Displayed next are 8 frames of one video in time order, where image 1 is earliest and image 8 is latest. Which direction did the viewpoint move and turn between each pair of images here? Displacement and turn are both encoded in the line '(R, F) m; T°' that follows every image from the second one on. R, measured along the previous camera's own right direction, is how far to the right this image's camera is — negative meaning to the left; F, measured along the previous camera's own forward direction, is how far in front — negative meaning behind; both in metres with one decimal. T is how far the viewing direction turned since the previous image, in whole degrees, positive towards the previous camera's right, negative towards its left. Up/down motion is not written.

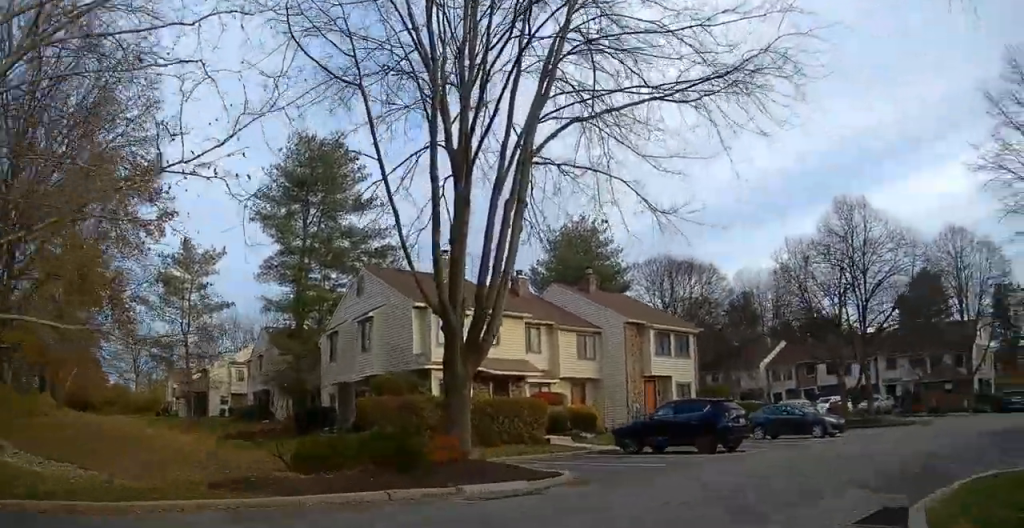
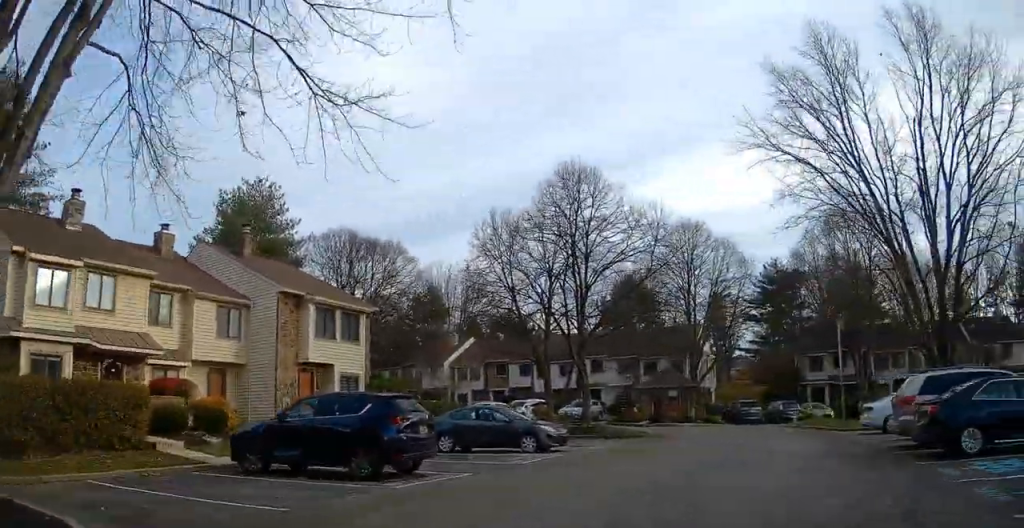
(+0.8, +8.1) m; +20°
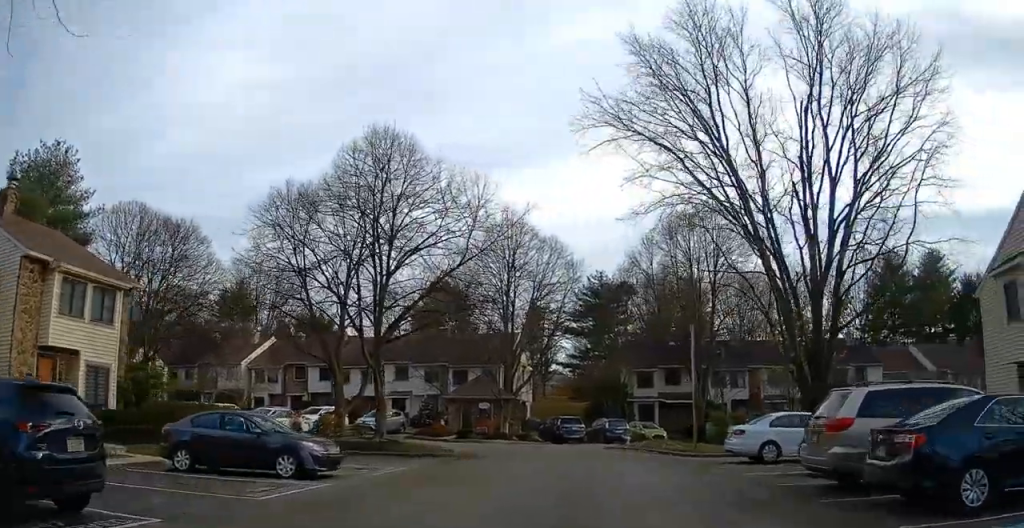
(+1.3, +5.5) m; +21°
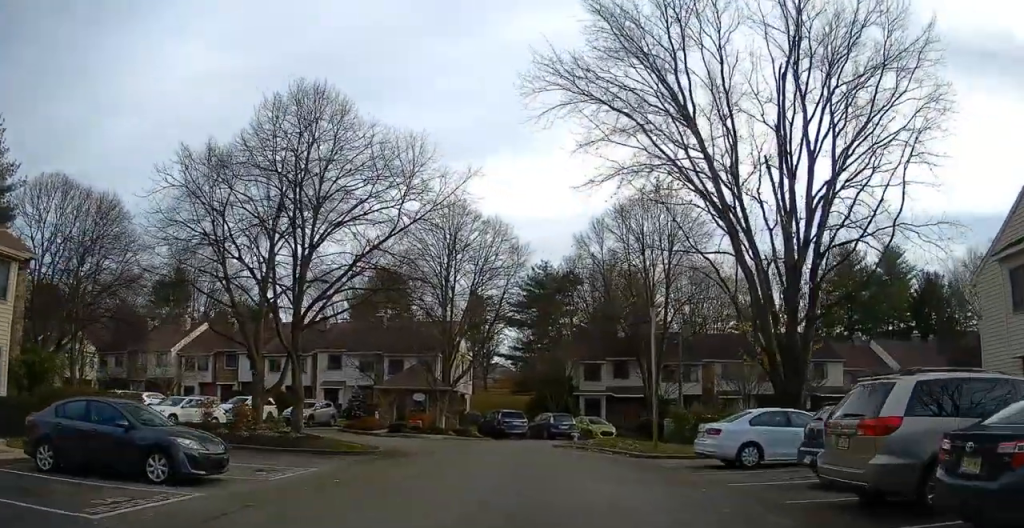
(+0.3, +3.3) m; +8°
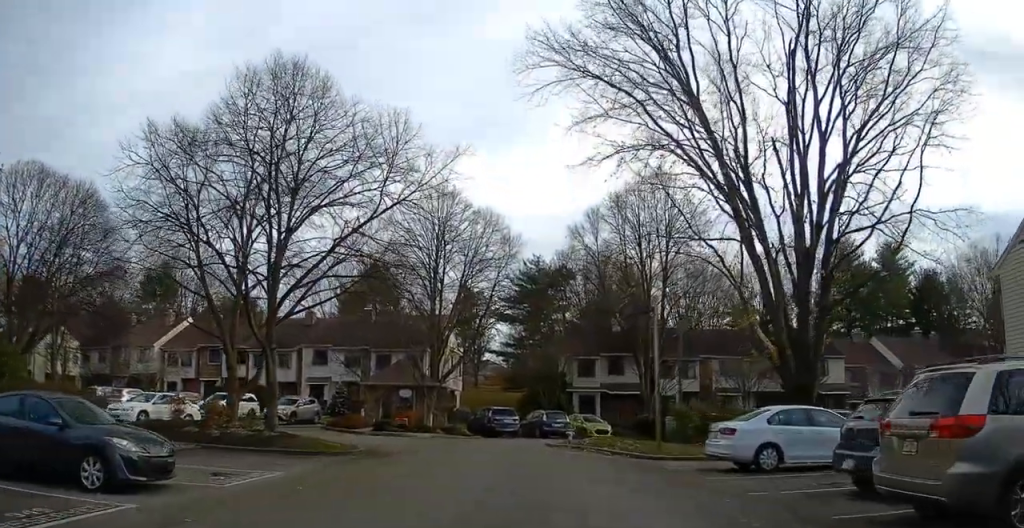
(+0.1, +1.9) m; +2°
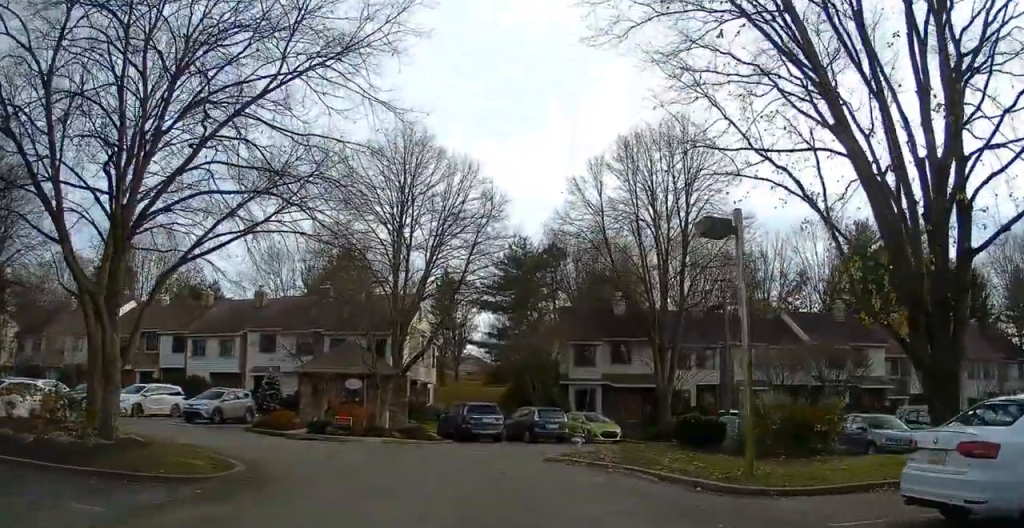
(+0.2, +9.6) m; +2°
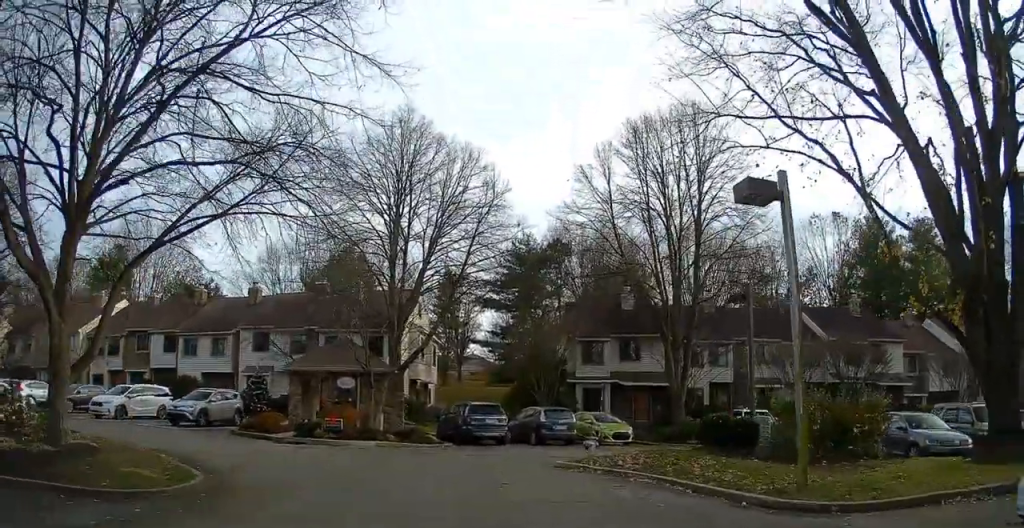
(+0.1, +2.1) m; 0°
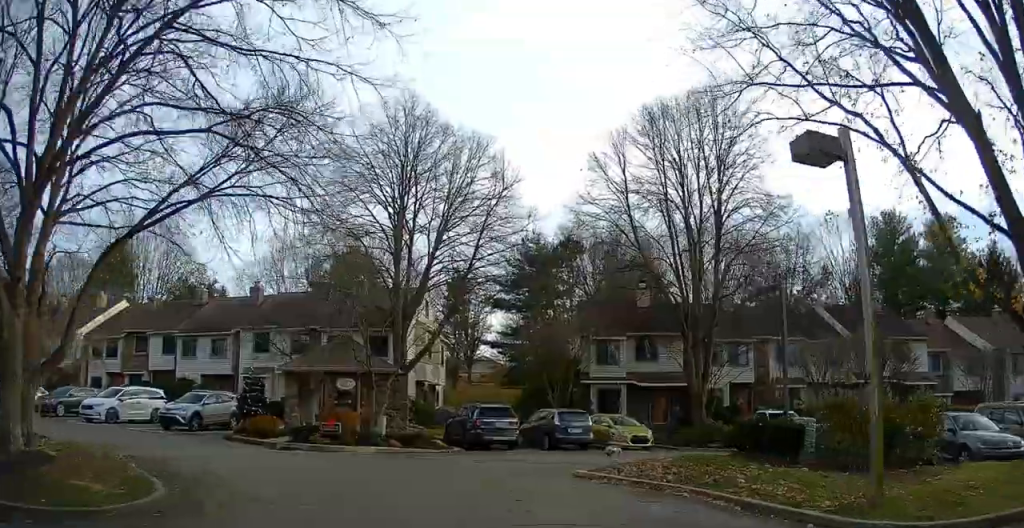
(+0.1, +2.0) m; 0°
